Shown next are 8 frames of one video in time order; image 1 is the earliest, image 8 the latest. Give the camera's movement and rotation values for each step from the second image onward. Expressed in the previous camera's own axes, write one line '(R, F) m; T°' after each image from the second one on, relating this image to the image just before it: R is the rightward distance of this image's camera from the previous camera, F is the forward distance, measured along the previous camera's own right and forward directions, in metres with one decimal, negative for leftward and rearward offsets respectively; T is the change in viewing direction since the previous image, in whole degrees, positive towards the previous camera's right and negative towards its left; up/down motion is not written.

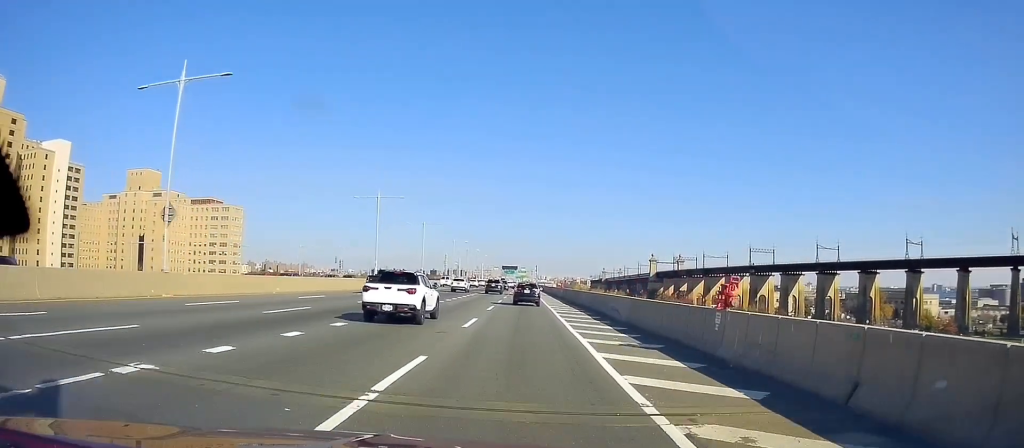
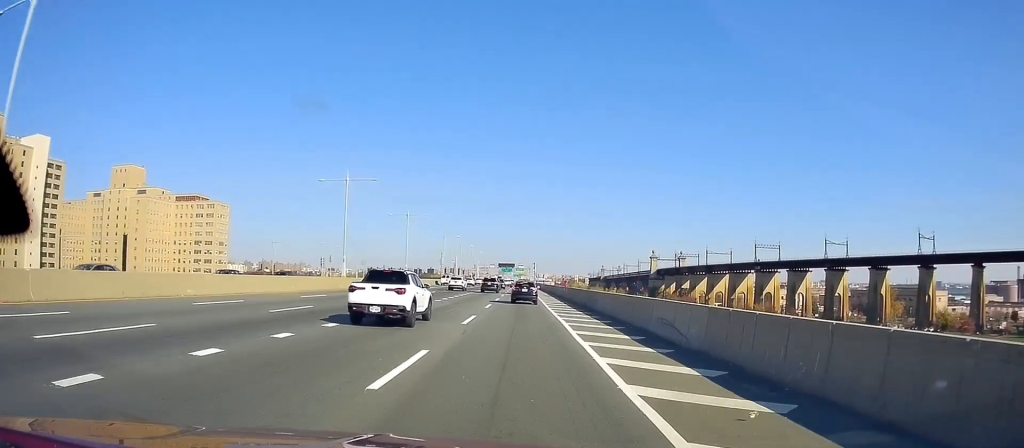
(0.0, +11.2) m; 0°
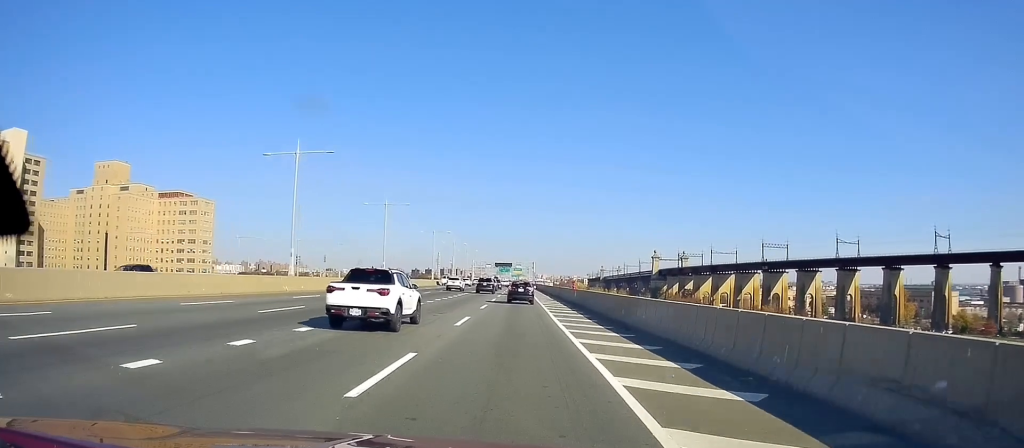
(0.0, +12.6) m; -1°
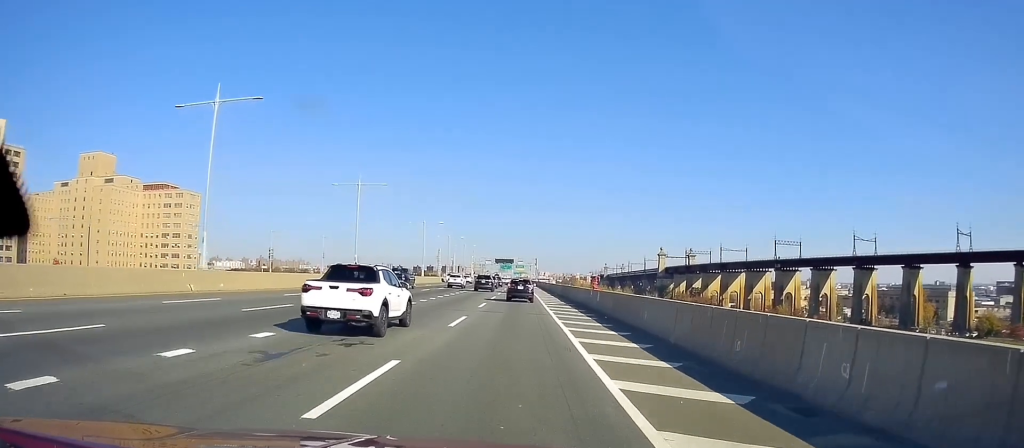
(-0.2, +13.4) m; -1°
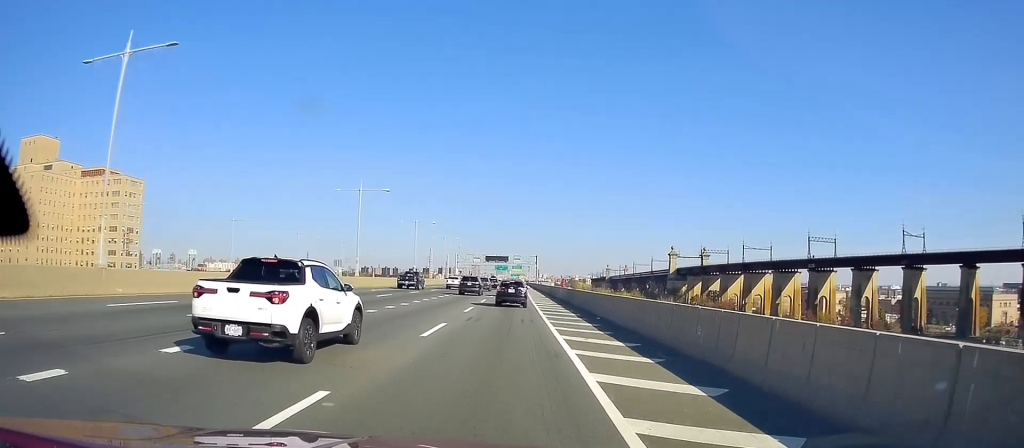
(+0.9, +40.9) m; +2°
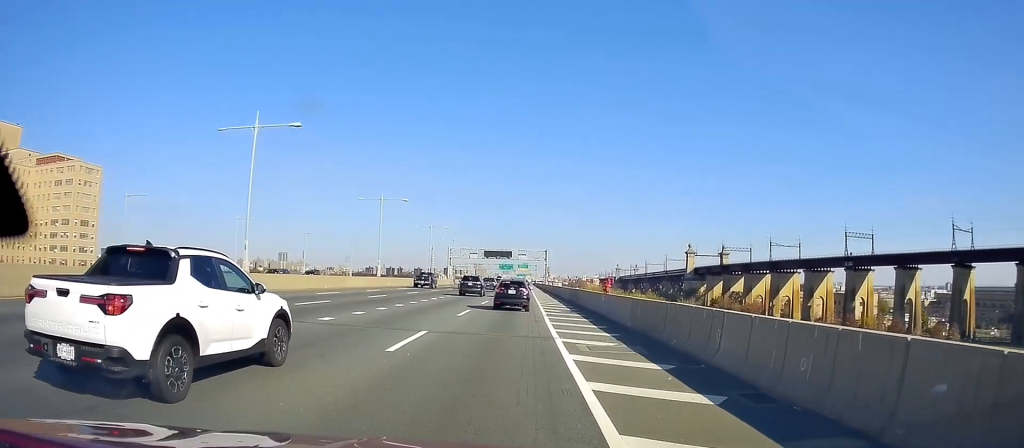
(-0.5, +28.9) m; -2°
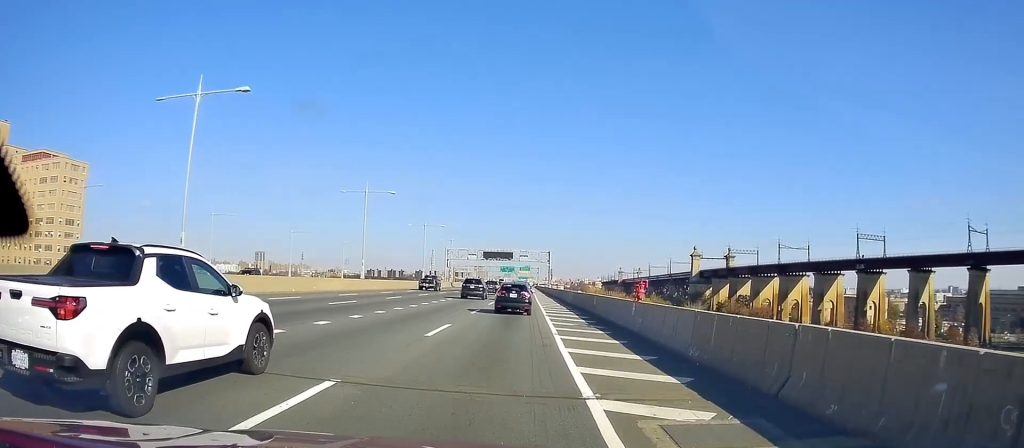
(-0.2, +8.5) m; 0°
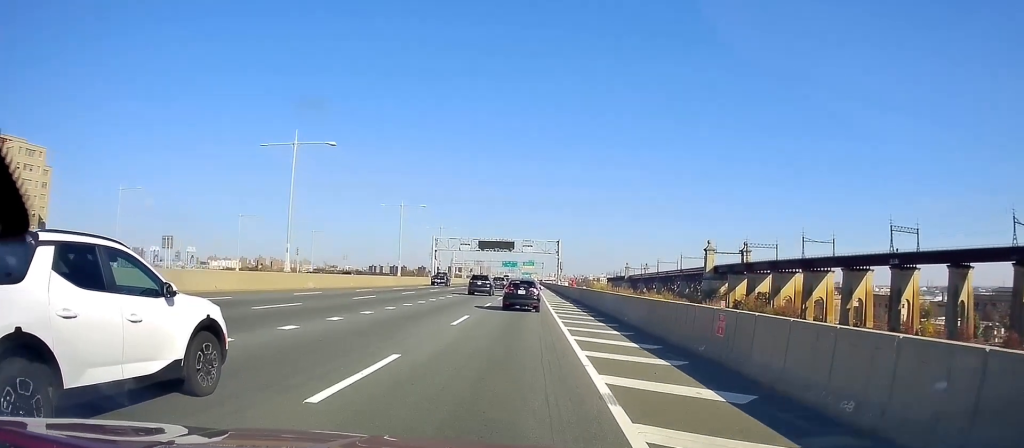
(+0.2, +22.4) m; 0°
